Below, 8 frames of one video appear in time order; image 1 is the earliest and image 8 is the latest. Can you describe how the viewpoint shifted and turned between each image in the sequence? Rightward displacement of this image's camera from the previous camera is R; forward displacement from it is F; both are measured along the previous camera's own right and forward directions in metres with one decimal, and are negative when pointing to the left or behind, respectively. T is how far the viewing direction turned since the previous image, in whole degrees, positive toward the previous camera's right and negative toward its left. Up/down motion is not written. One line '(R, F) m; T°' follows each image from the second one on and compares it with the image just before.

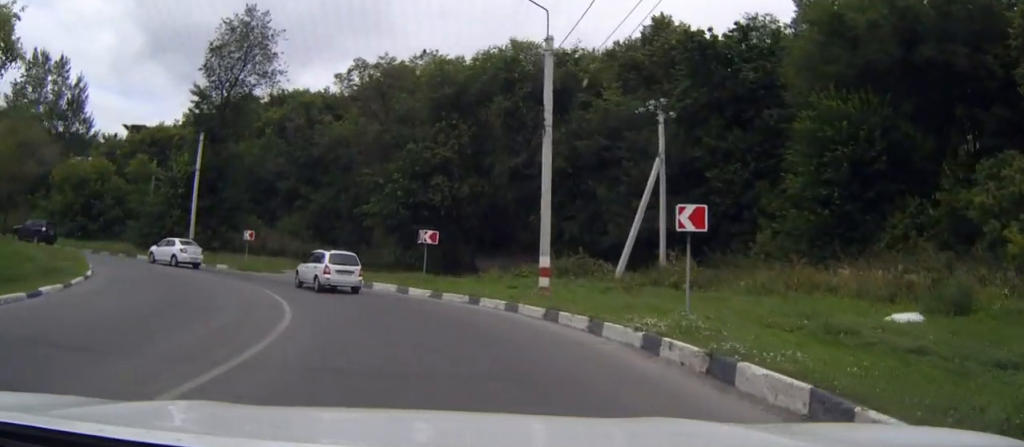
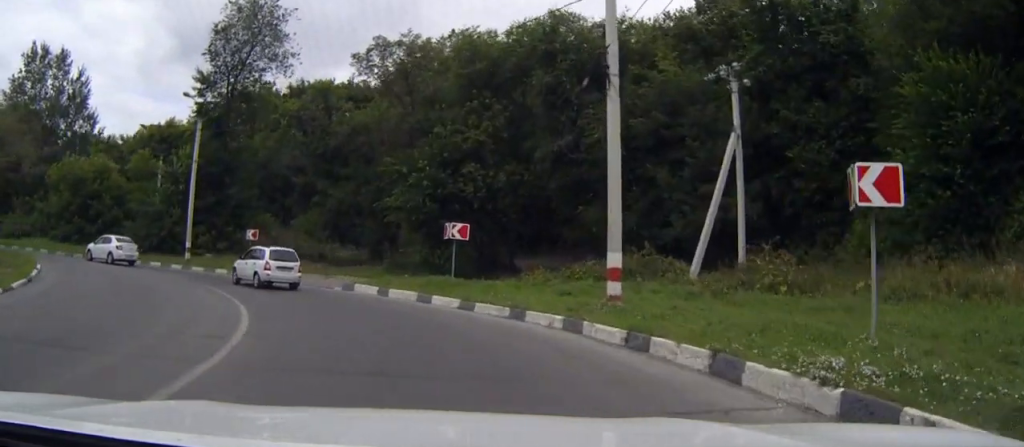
(-0.1, +5.8) m; -3°
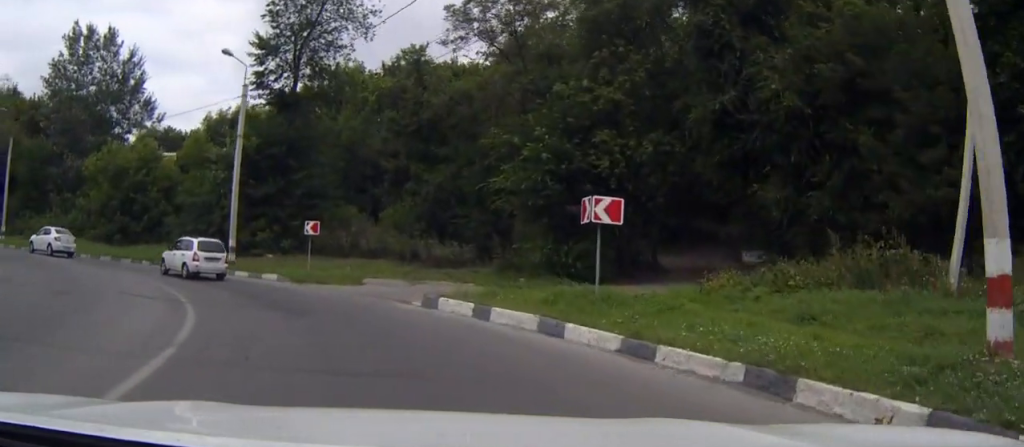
(-0.5, +9.6) m; -8°
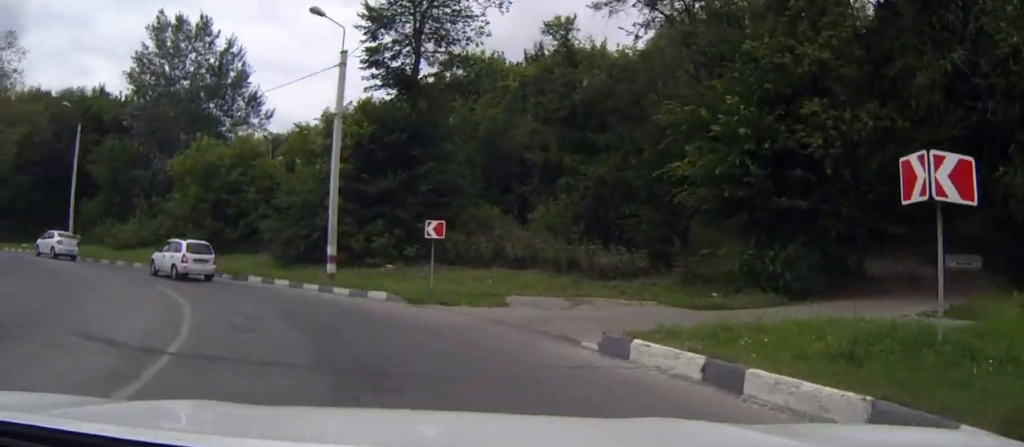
(-0.7, +7.6) m; -11°
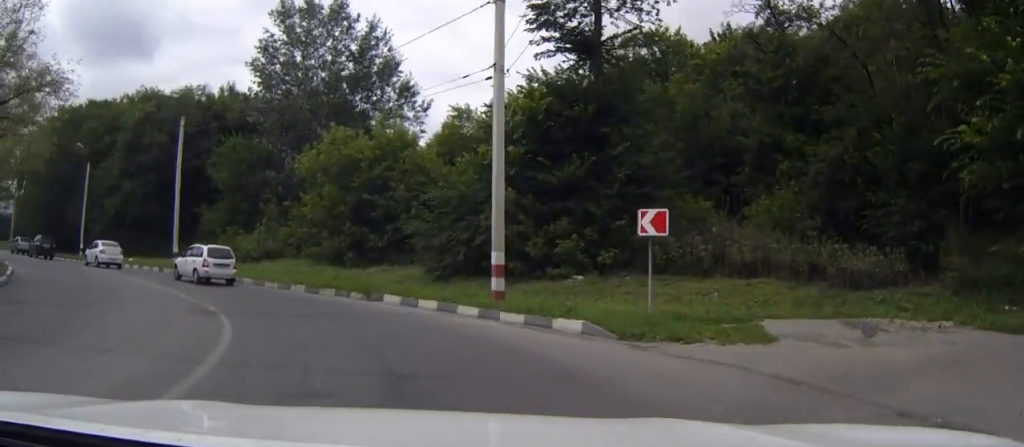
(-0.8, +7.5) m; -12°
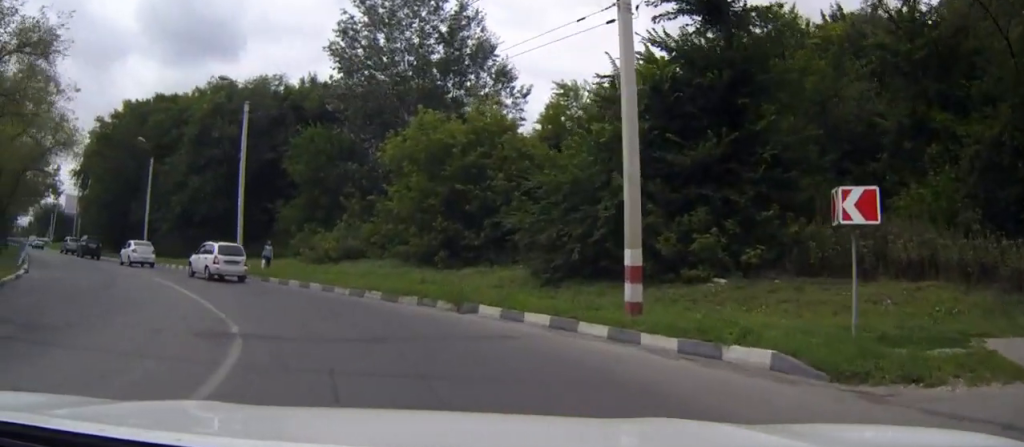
(-0.1, +4.7) m; -8°
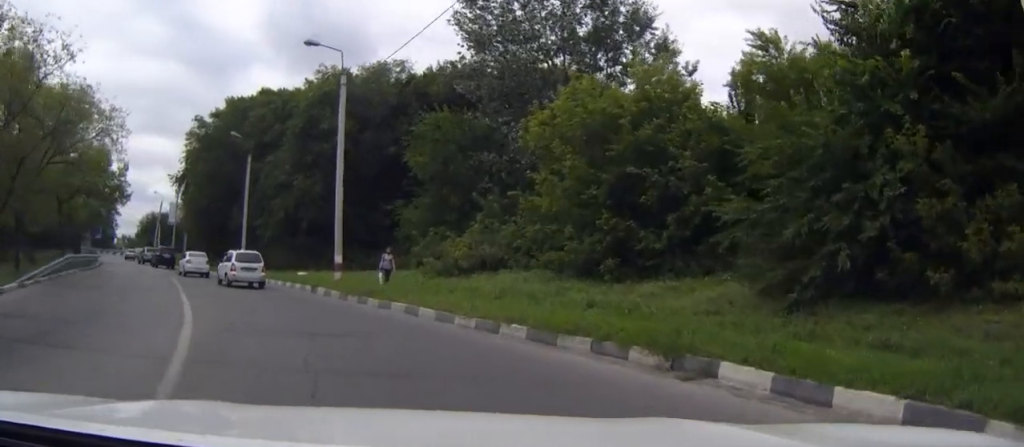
(-1.2, +8.1) m; -13°
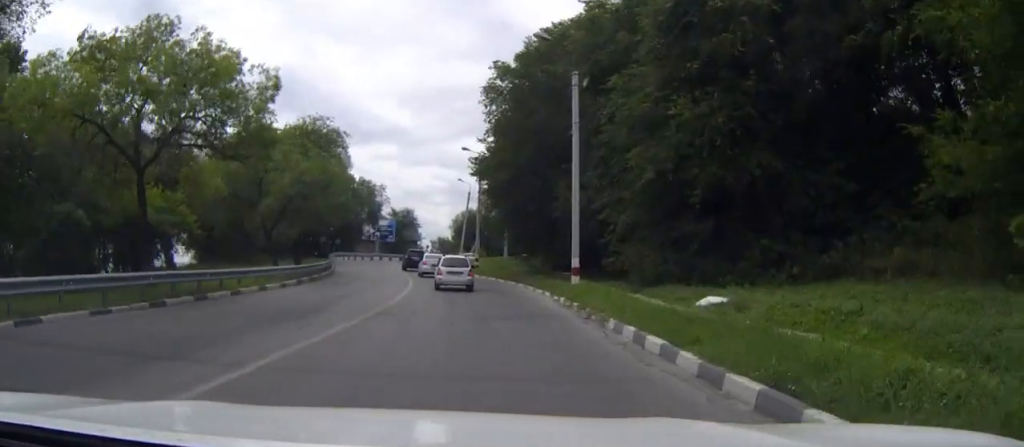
(-6.4, +23.6) m; -25°
